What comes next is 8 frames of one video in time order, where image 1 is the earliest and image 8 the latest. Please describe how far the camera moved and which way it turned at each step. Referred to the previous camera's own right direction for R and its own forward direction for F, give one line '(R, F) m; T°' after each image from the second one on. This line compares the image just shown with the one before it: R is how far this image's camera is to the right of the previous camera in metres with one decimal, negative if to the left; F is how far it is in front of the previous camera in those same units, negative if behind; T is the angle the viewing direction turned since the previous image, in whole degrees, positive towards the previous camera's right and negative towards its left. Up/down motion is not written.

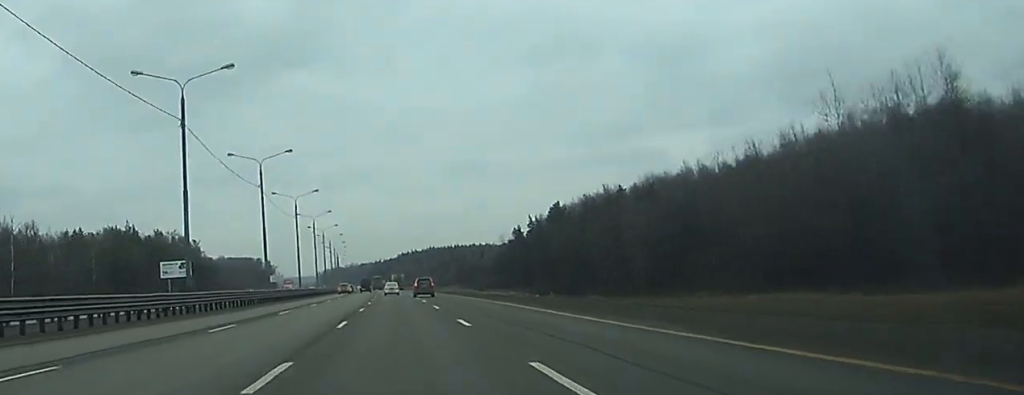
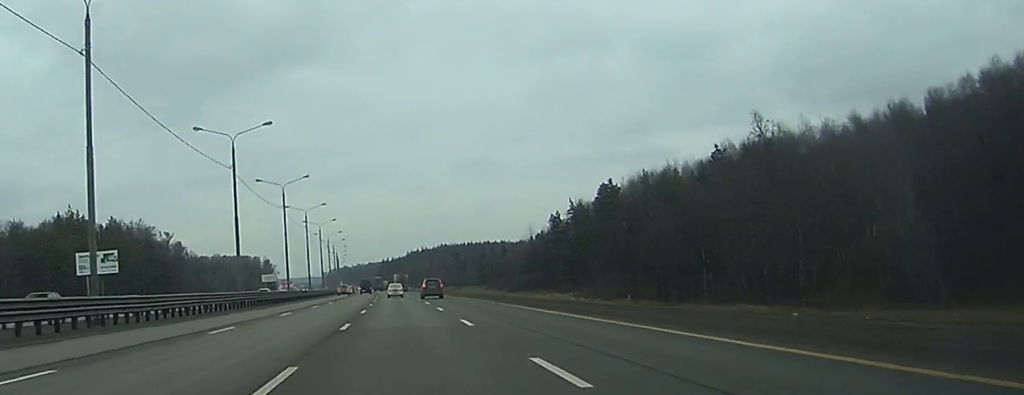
(-0.3, +49.1) m; -1°
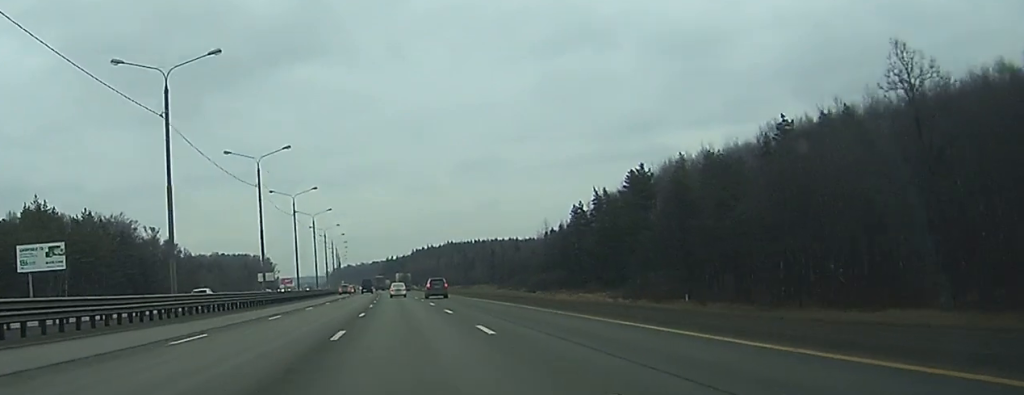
(-0.1, +21.0) m; 0°
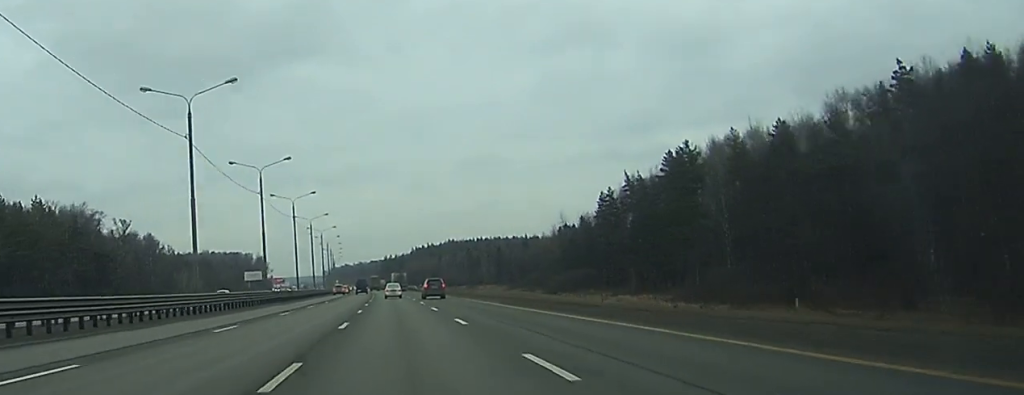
(0.0, +26.4) m; 0°
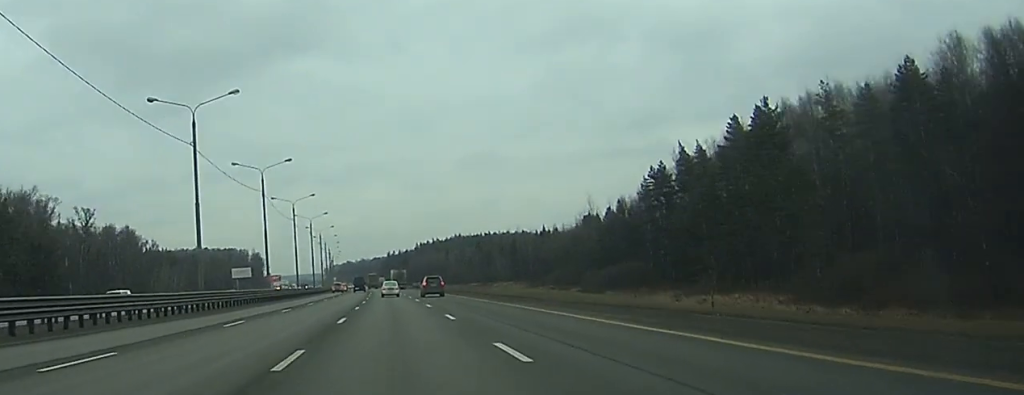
(0.0, +29.6) m; 0°
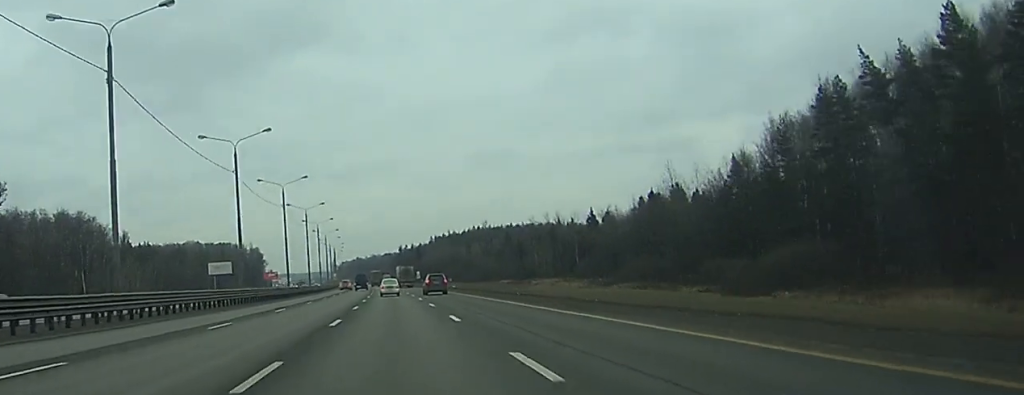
(-0.2, +50.7) m; -1°
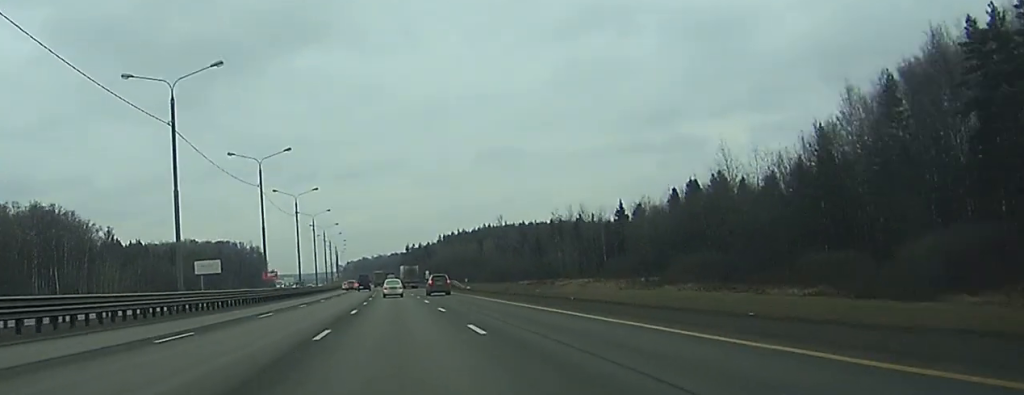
(-0.2, +22.0) m; 0°
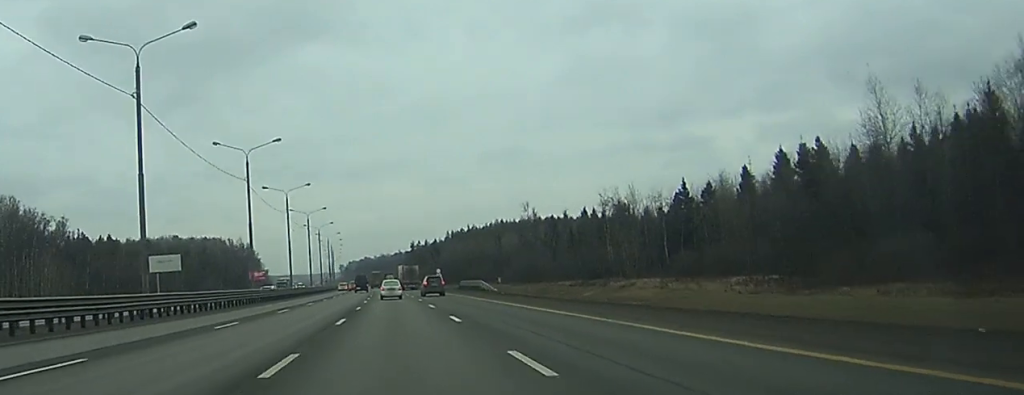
(-0.1, +40.7) m; 0°
